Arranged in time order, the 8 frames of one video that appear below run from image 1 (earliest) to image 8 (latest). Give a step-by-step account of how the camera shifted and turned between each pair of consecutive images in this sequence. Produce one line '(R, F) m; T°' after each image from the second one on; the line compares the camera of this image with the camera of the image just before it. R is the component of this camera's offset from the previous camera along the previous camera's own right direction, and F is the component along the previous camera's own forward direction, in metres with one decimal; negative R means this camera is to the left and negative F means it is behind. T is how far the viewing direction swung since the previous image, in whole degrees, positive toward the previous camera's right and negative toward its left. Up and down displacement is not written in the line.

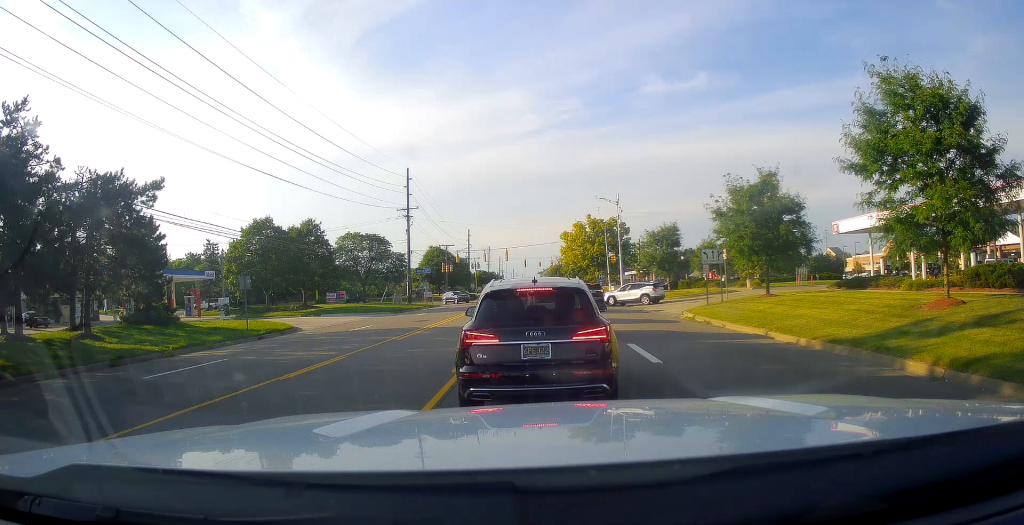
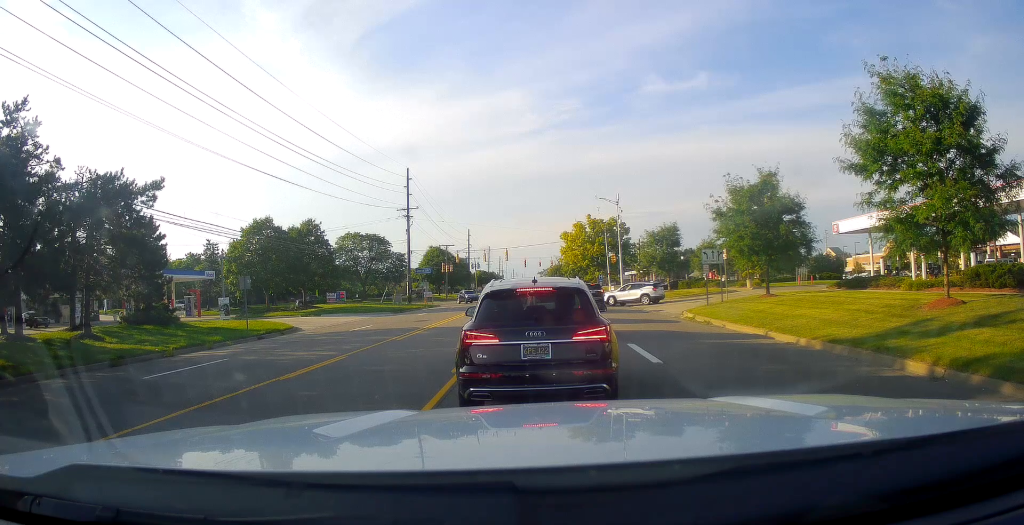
(0.0, 0.0) m; 0°
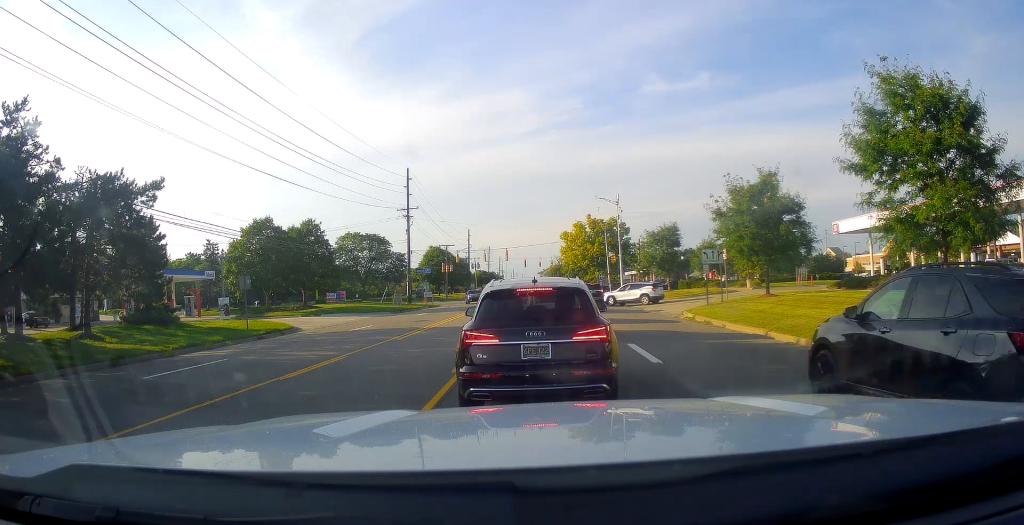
(0.0, 0.0) m; 0°
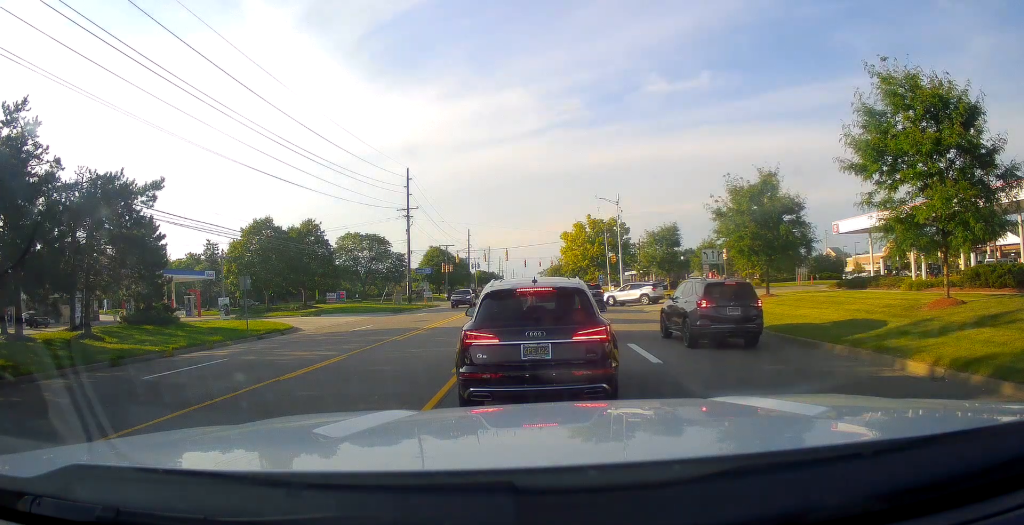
(0.0, 0.0) m; 0°
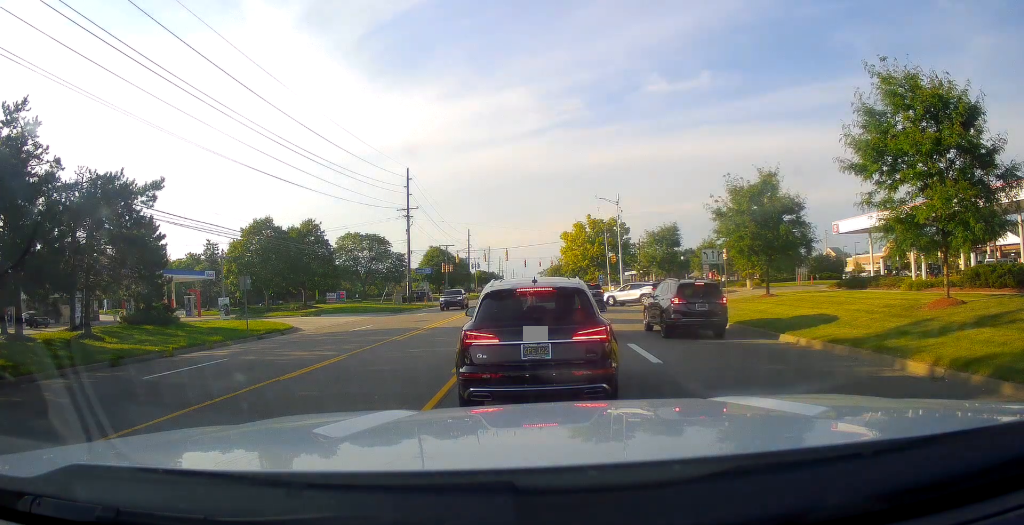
(0.0, 0.0) m; 0°
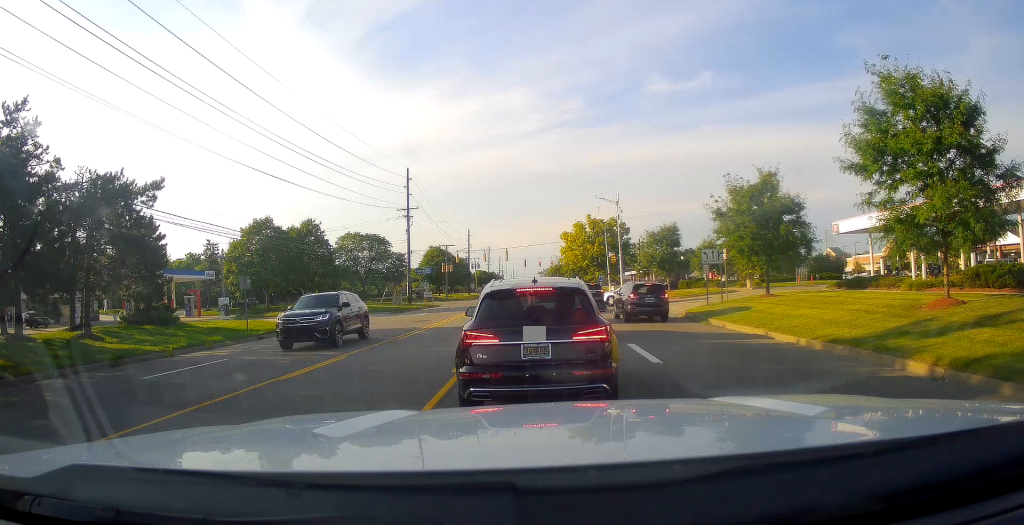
(0.0, 0.0) m; 0°
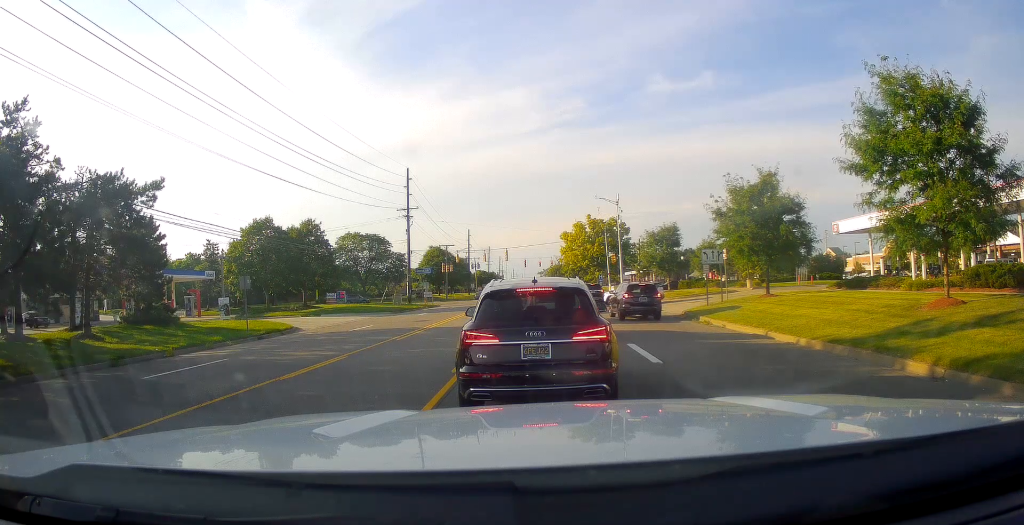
(0.0, 0.0) m; 0°
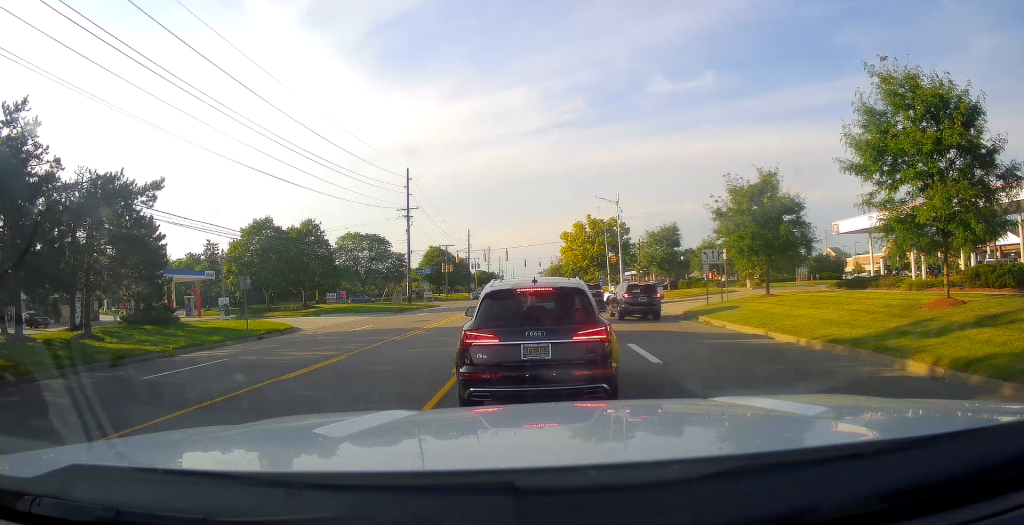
(0.0, 0.0) m; 0°
